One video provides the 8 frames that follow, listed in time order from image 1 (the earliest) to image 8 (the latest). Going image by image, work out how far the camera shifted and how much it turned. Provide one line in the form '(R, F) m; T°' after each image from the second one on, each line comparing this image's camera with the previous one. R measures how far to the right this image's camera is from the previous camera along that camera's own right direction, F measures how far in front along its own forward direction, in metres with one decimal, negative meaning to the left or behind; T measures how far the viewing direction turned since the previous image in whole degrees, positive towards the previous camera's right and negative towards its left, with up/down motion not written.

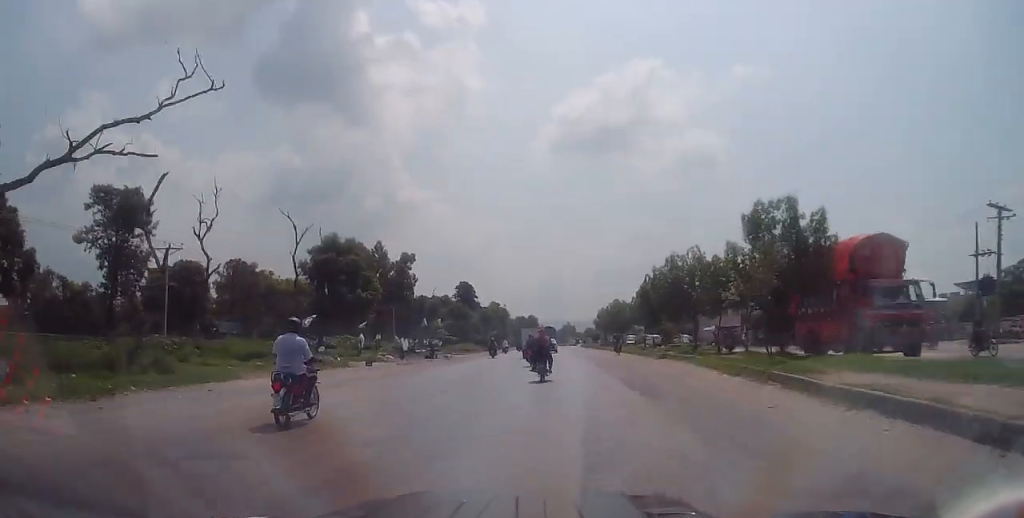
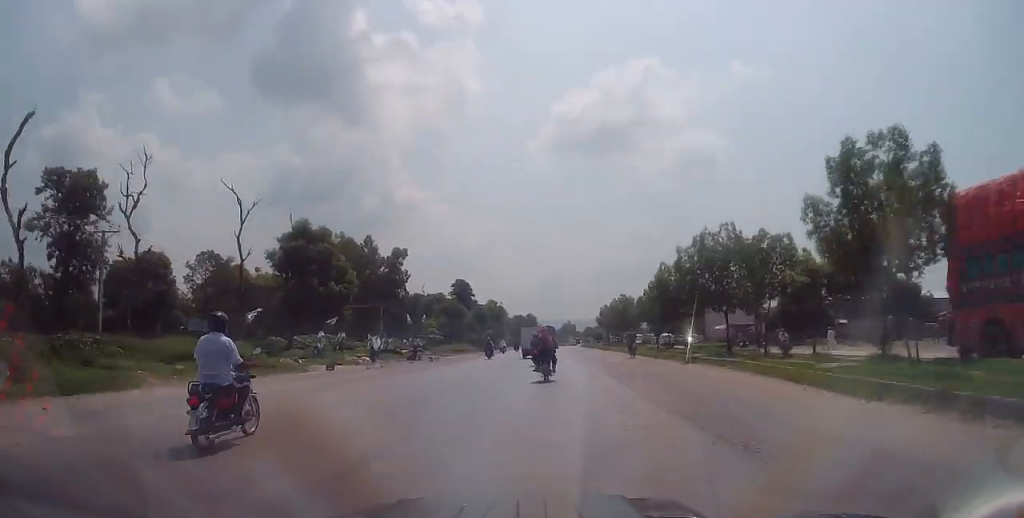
(+0.1, +6.7) m; +1°
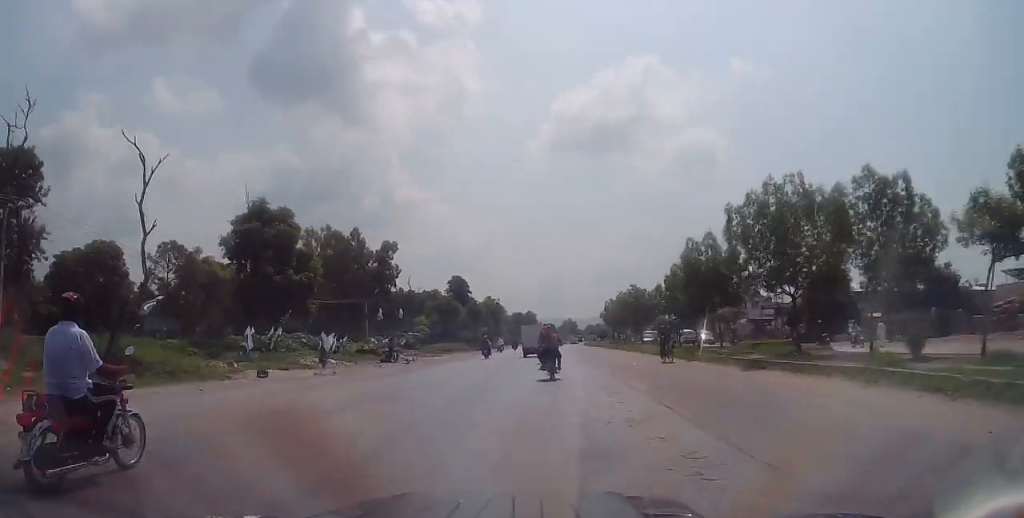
(+0.1, +8.2) m; 0°
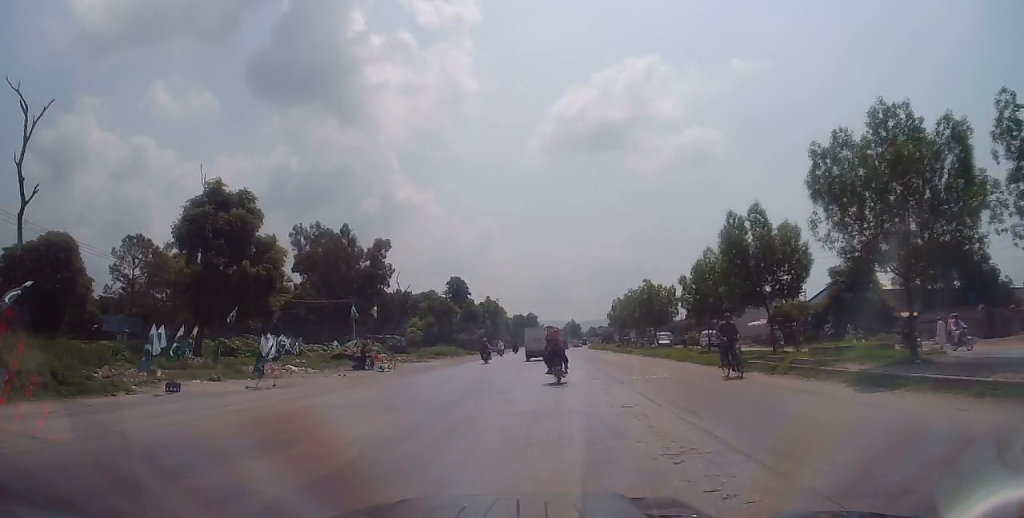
(0.0, +6.6) m; 0°
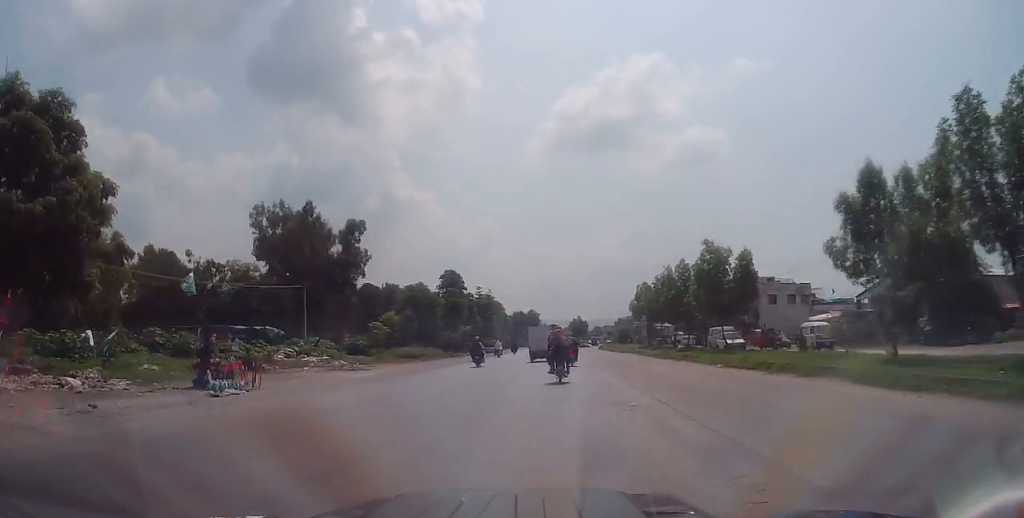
(0.0, +17.6) m; -1°
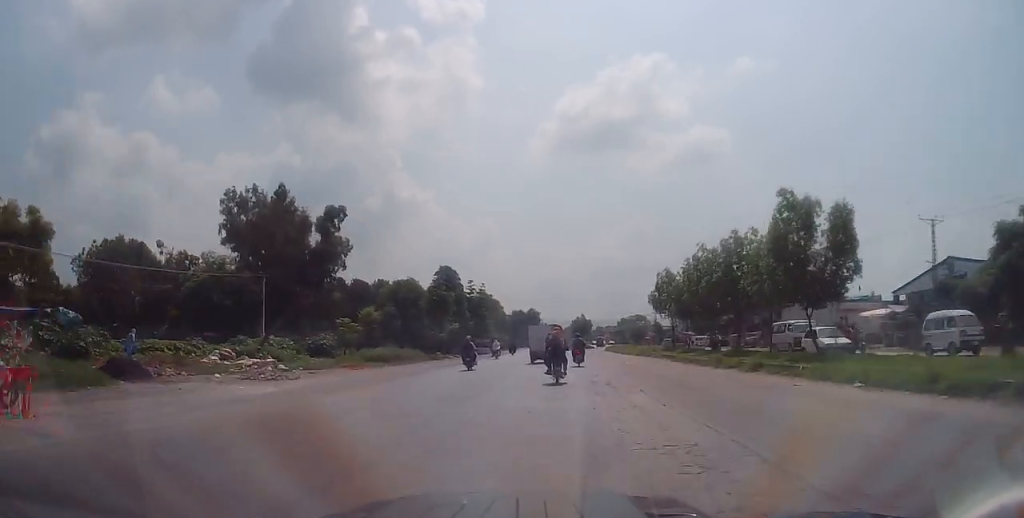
(-0.2, +9.9) m; 0°
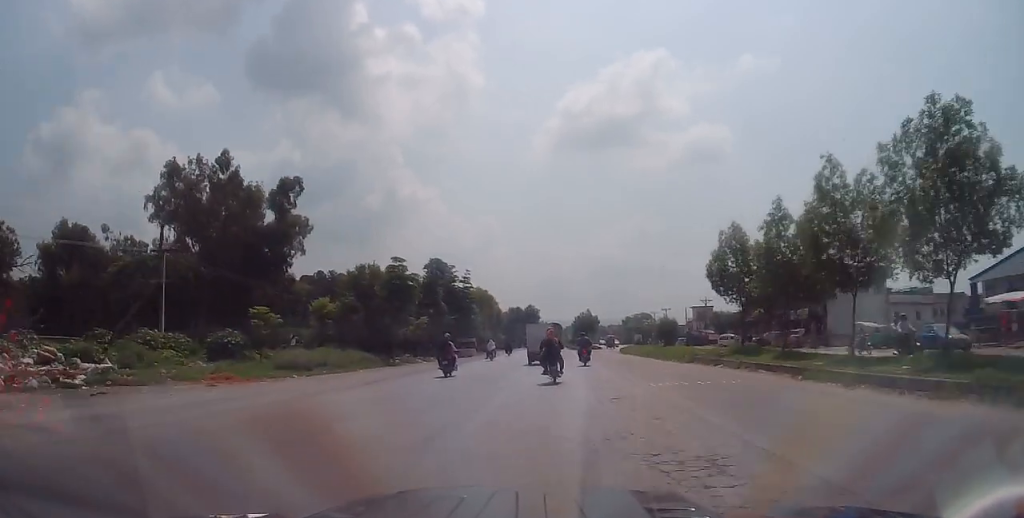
(+0.1, +15.7) m; 0°
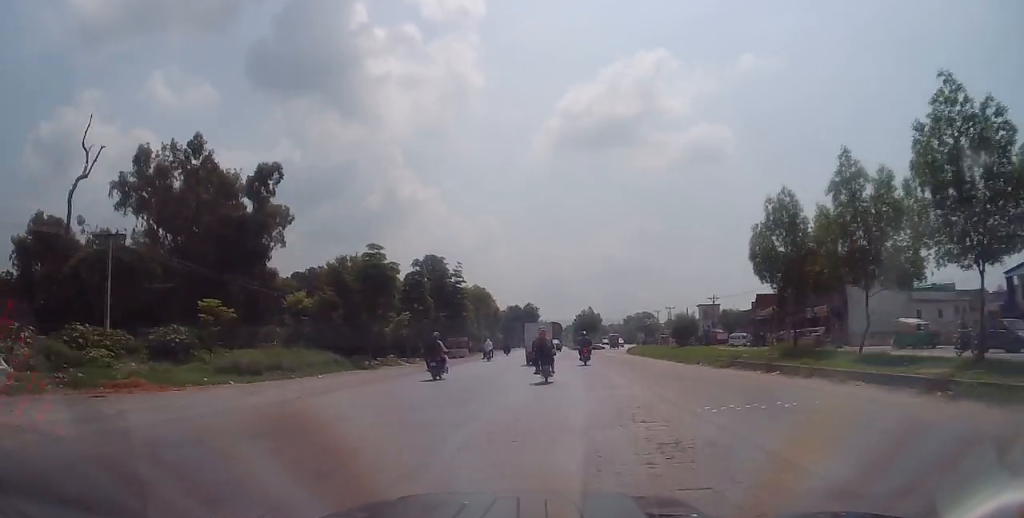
(+0.1, +5.9) m; 0°
